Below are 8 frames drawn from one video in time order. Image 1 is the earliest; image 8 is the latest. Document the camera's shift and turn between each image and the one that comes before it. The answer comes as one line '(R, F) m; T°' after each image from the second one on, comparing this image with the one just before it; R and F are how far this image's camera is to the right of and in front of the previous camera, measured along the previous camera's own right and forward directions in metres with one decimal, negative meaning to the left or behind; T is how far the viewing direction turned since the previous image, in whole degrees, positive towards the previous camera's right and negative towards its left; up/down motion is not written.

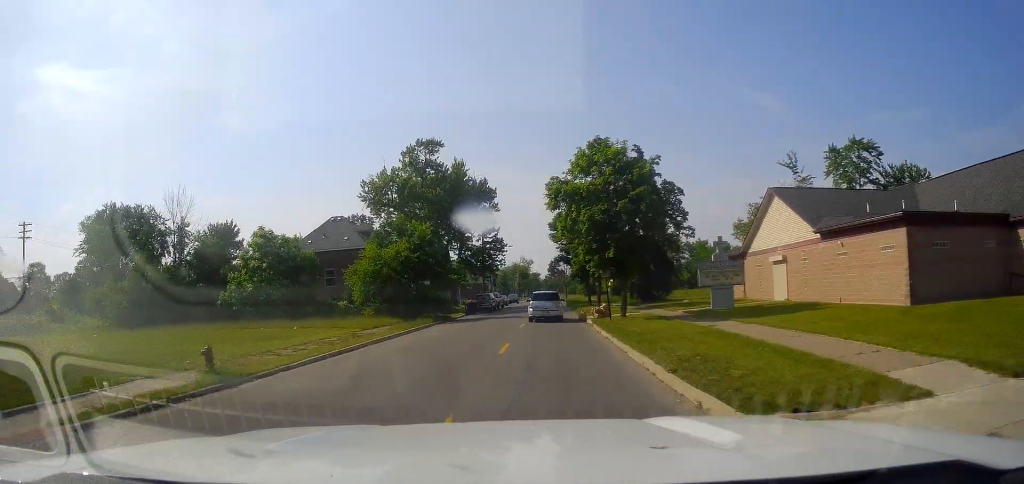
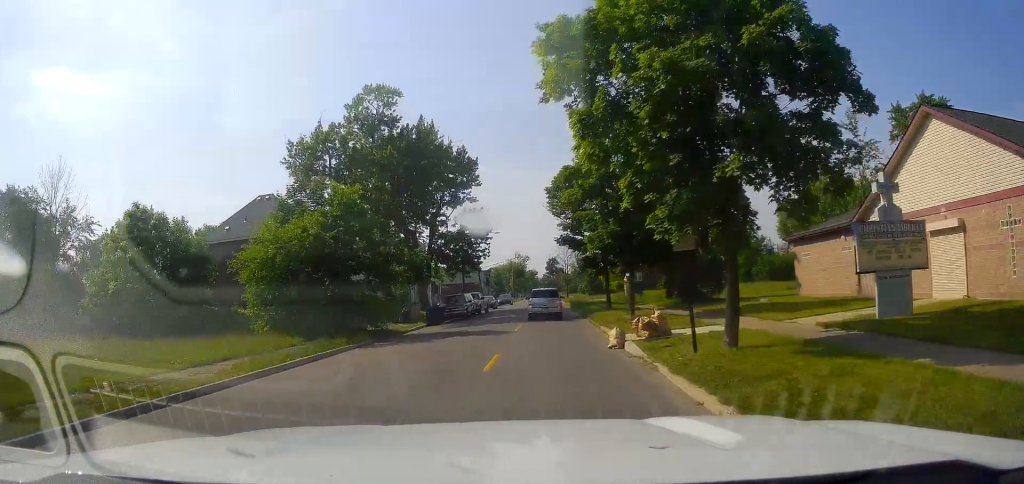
(-0.2, +16.2) m; -3°
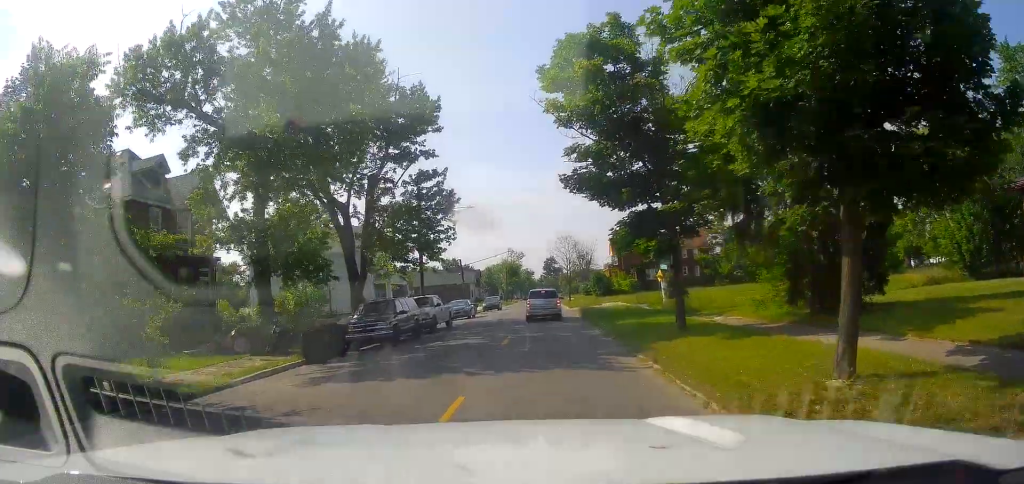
(-0.1, +17.8) m; +1°
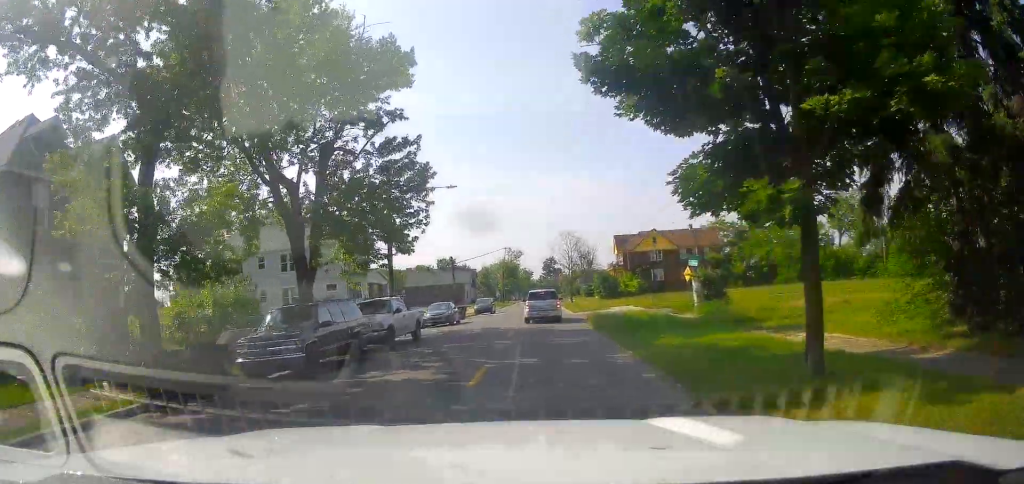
(+0.3, +7.7) m; +1°
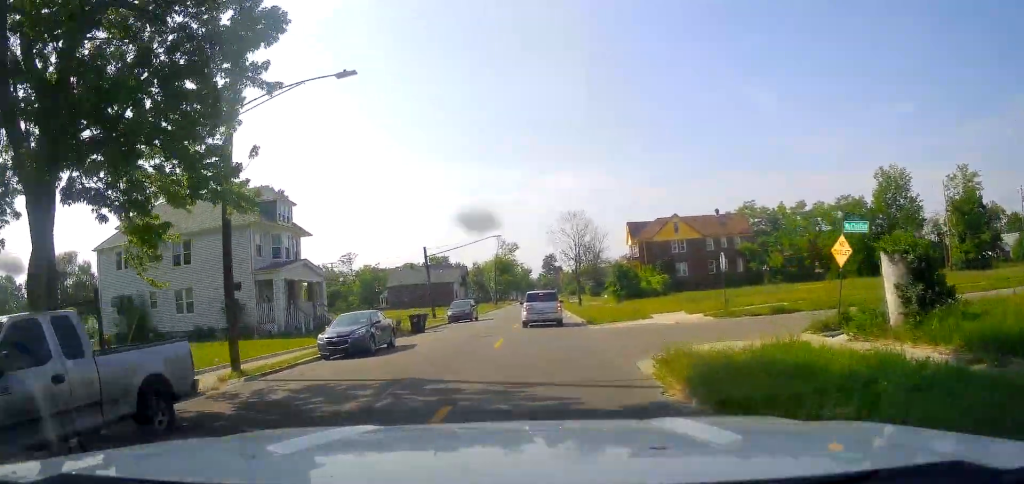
(-0.2, +17.4) m; -1°
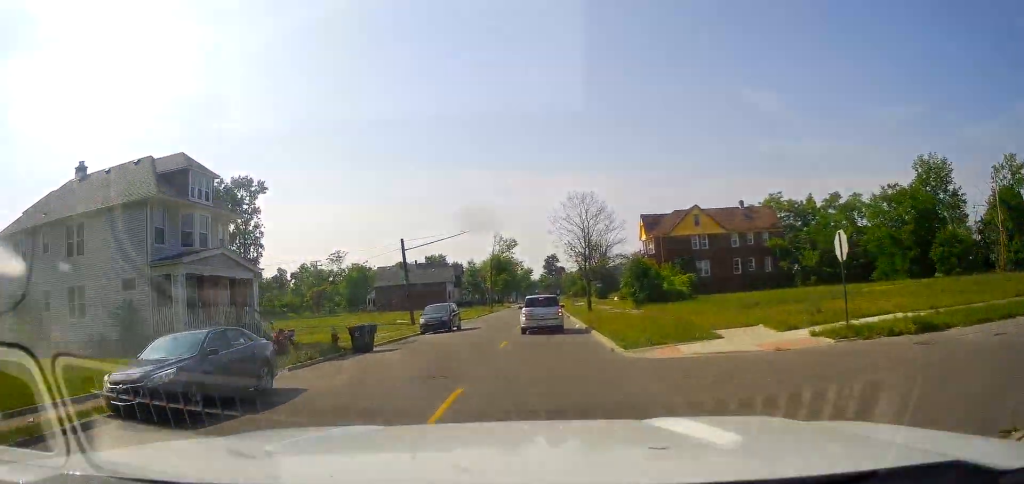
(+0.1, +11.2) m; +1°
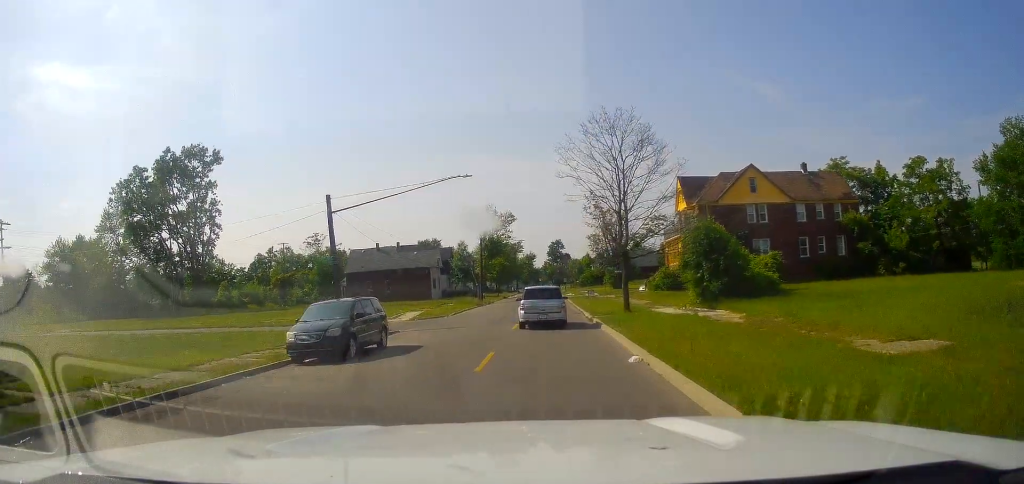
(-0.8, +19.8) m; -3°
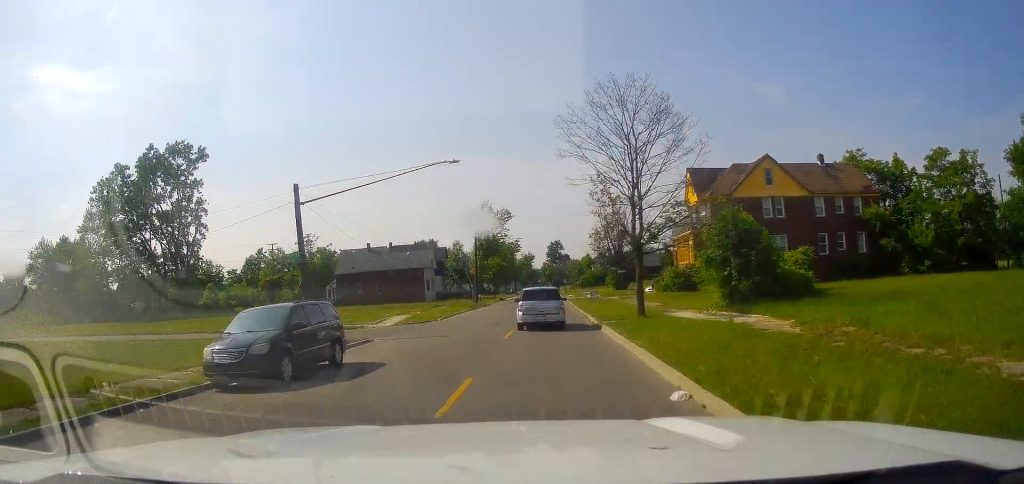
(0.0, +4.6) m; +2°
